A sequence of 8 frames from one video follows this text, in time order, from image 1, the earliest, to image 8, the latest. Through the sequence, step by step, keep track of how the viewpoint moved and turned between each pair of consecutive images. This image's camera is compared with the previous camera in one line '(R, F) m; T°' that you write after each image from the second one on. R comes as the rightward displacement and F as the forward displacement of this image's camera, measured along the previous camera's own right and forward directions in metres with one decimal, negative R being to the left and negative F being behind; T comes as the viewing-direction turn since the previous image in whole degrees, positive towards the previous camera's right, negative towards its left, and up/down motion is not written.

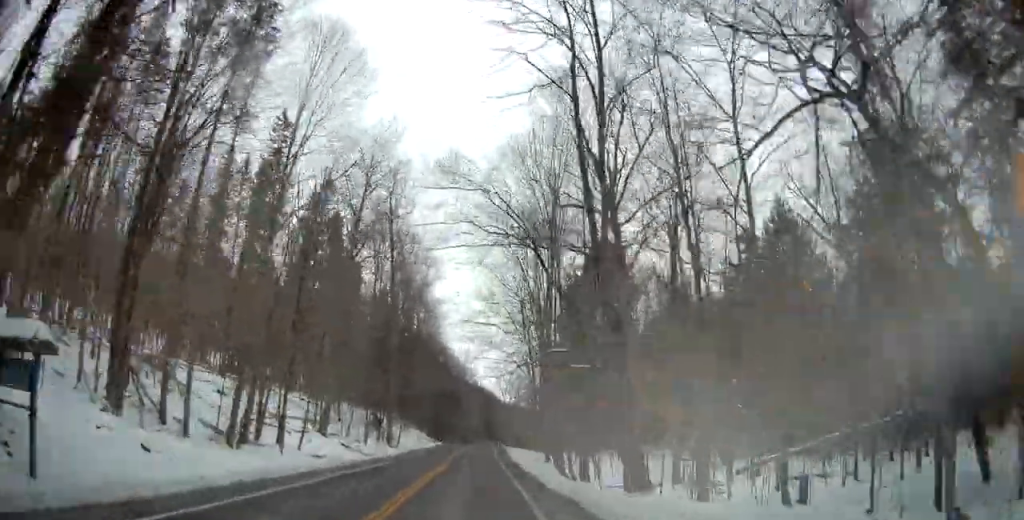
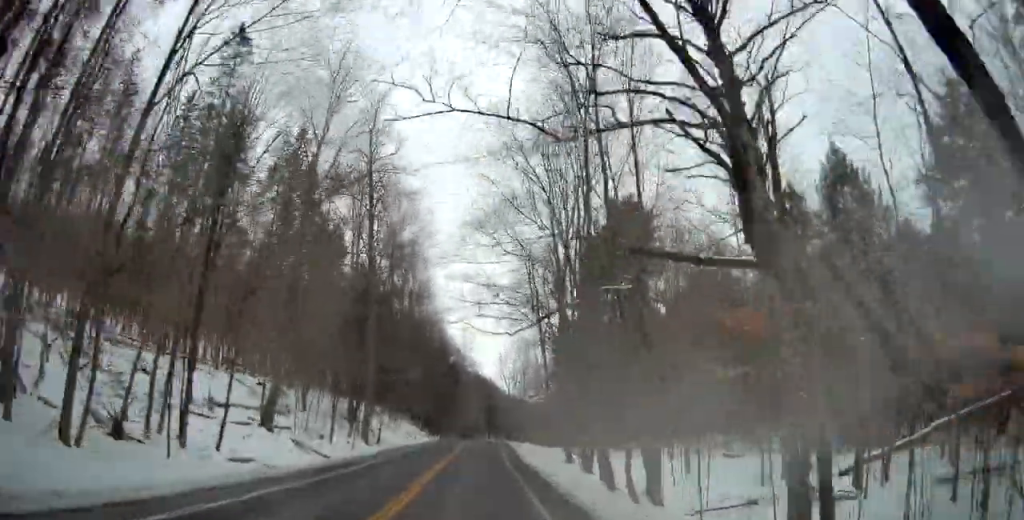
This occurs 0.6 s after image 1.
(0.0, +12.9) m; 0°
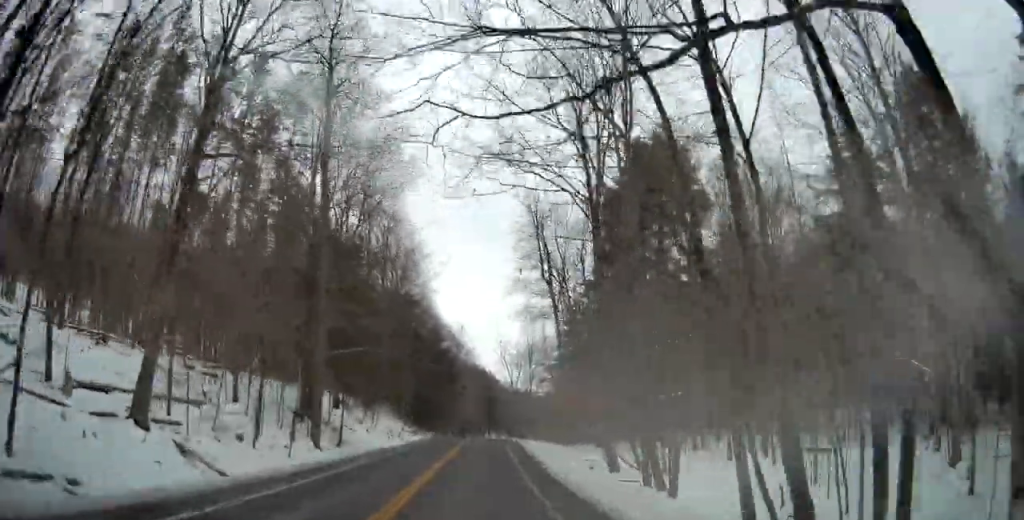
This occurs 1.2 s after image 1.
(0.0, +14.7) m; 0°
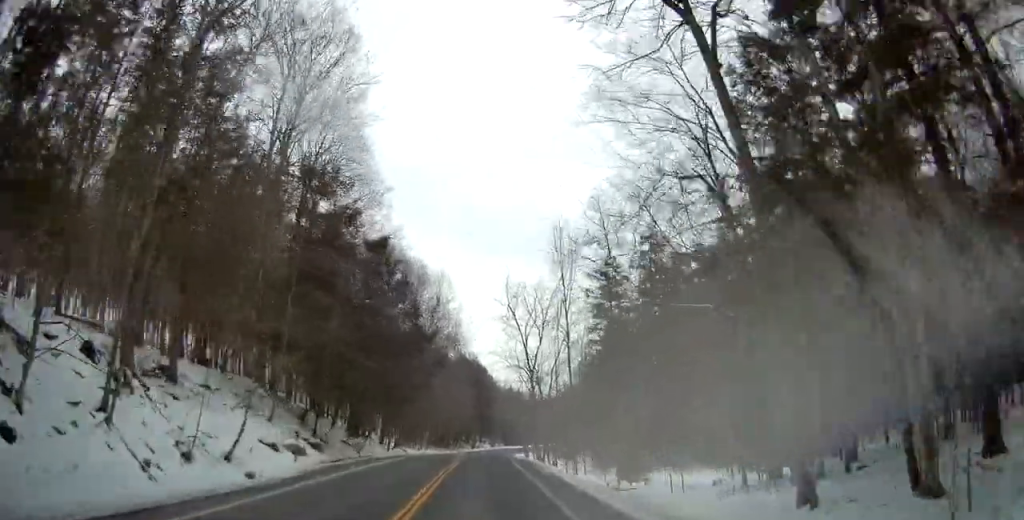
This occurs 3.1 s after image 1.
(+0.1, +40.6) m; 0°
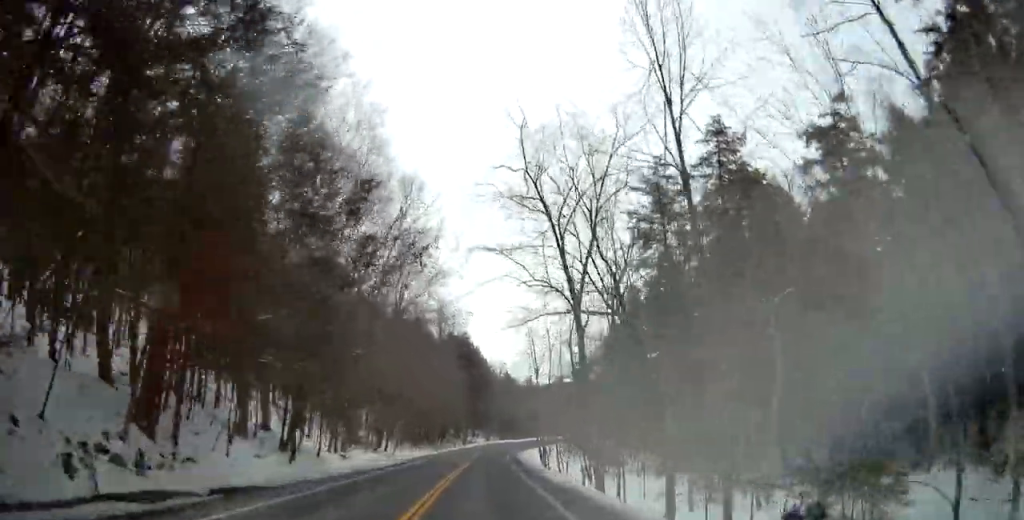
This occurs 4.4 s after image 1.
(0.0, +26.4) m; +1°
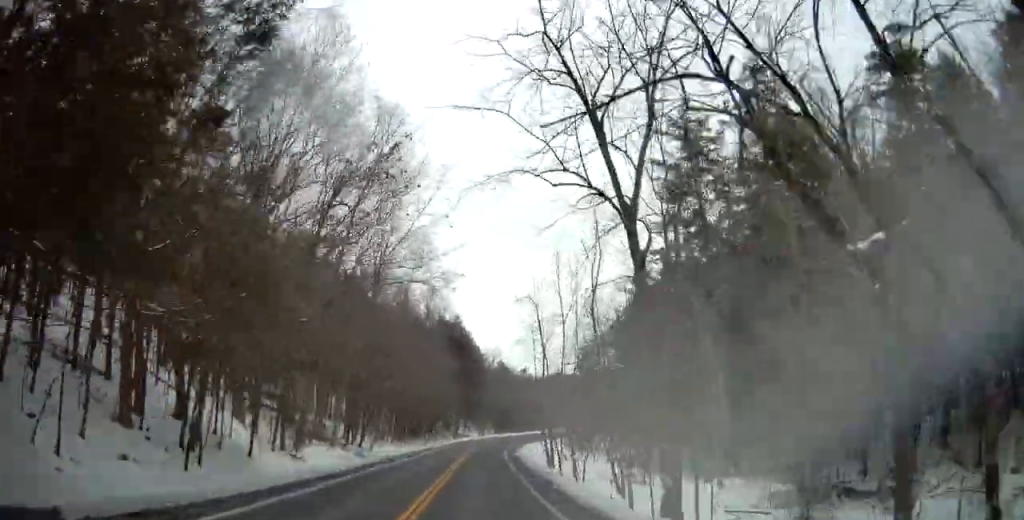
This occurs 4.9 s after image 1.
(0.0, +9.7) m; 0°
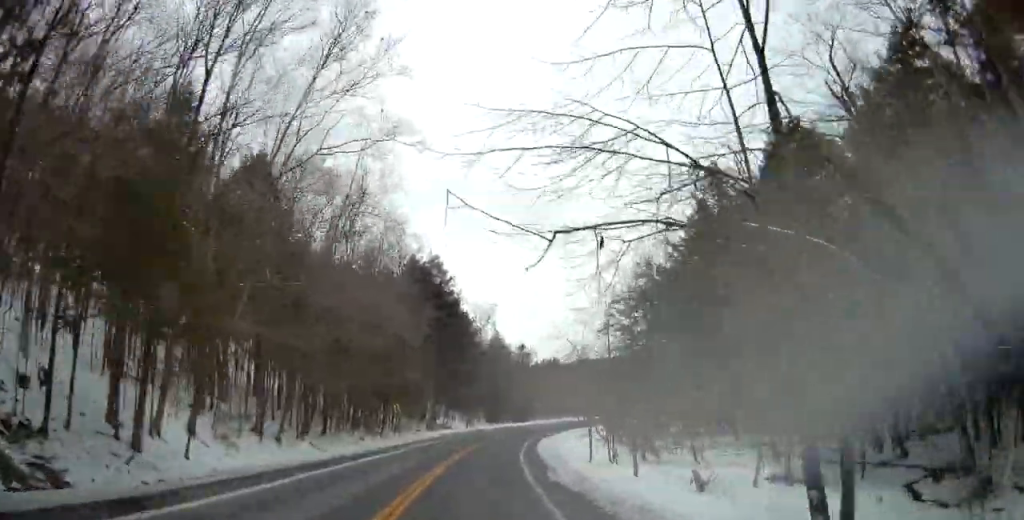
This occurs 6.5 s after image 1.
(+0.1, +33.9) m; 0°
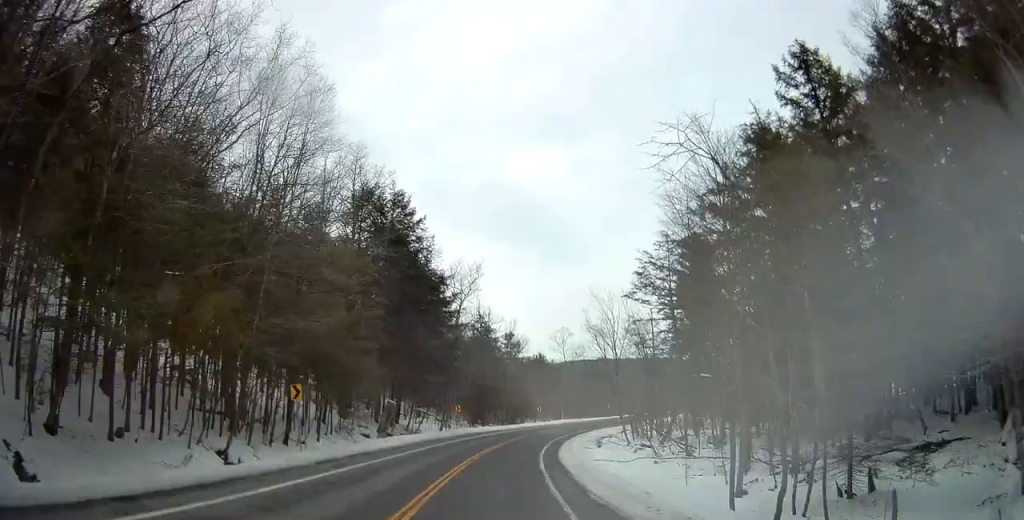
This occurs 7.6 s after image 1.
(+0.2, +22.4) m; +2°
